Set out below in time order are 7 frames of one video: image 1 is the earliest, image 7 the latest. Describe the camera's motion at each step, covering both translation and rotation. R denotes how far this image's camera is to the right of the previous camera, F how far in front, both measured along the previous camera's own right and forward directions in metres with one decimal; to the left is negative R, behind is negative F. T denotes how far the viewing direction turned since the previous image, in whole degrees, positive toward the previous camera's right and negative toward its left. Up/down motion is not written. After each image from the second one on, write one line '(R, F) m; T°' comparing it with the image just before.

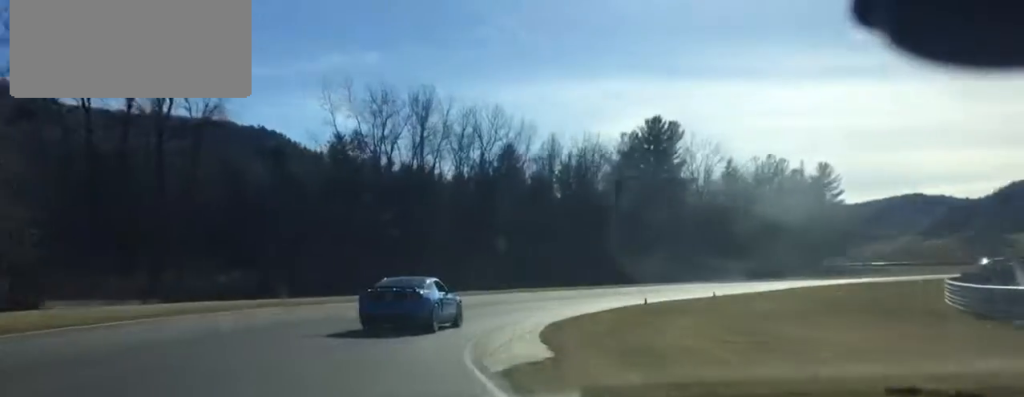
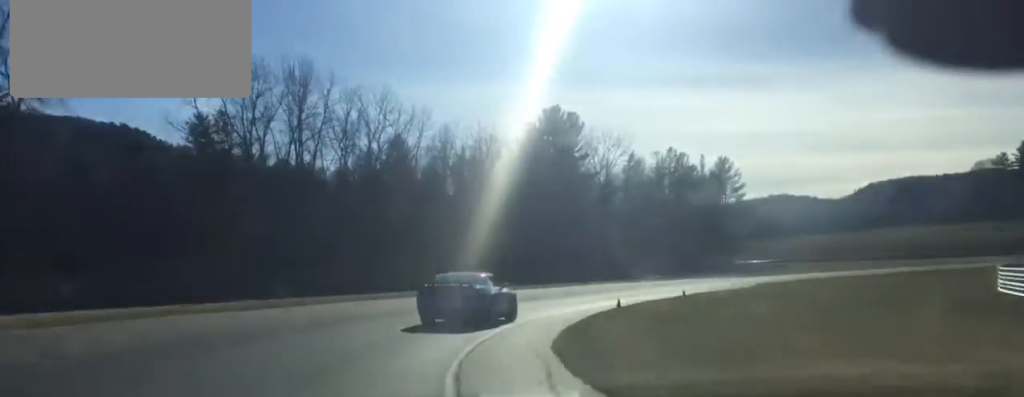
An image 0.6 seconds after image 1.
(+1.1, +12.6) m; +9°
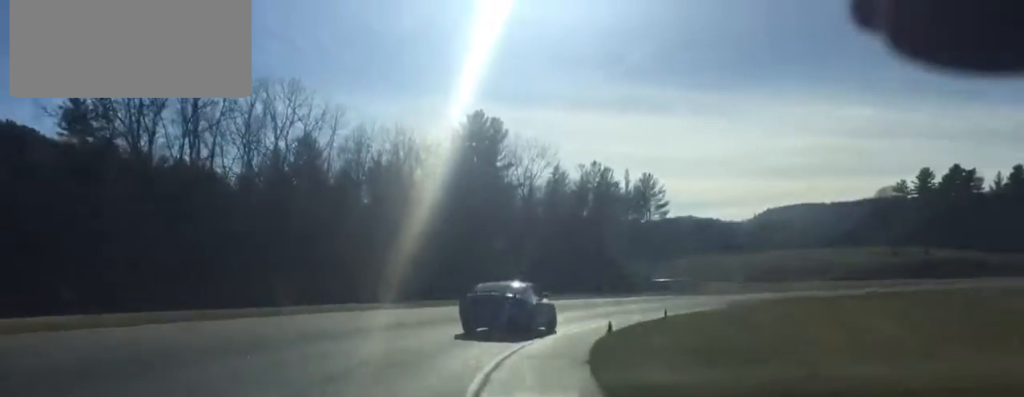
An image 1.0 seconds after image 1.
(+0.1, +8.9) m; +7°
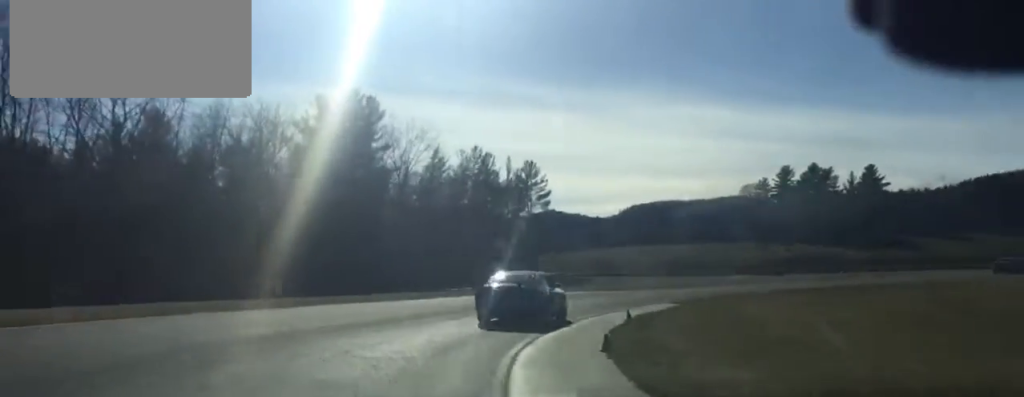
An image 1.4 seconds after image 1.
(+0.6, +9.5) m; +8°
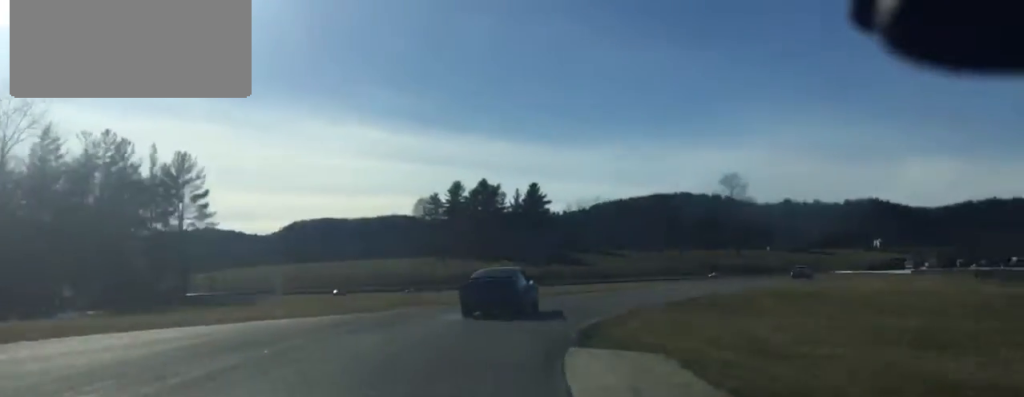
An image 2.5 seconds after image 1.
(+4.7, +23.0) m; +22°
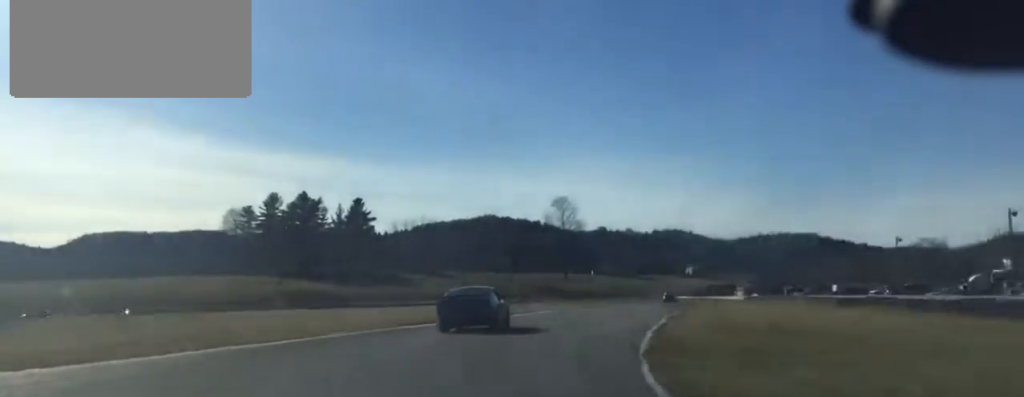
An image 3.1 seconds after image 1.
(+1.6, +15.0) m; +12°
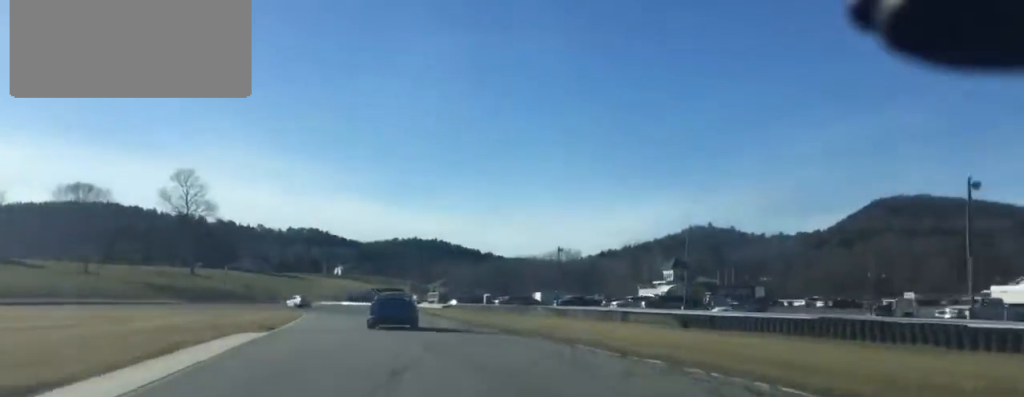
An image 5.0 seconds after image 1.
(+8.9, +43.8) m; +18°
